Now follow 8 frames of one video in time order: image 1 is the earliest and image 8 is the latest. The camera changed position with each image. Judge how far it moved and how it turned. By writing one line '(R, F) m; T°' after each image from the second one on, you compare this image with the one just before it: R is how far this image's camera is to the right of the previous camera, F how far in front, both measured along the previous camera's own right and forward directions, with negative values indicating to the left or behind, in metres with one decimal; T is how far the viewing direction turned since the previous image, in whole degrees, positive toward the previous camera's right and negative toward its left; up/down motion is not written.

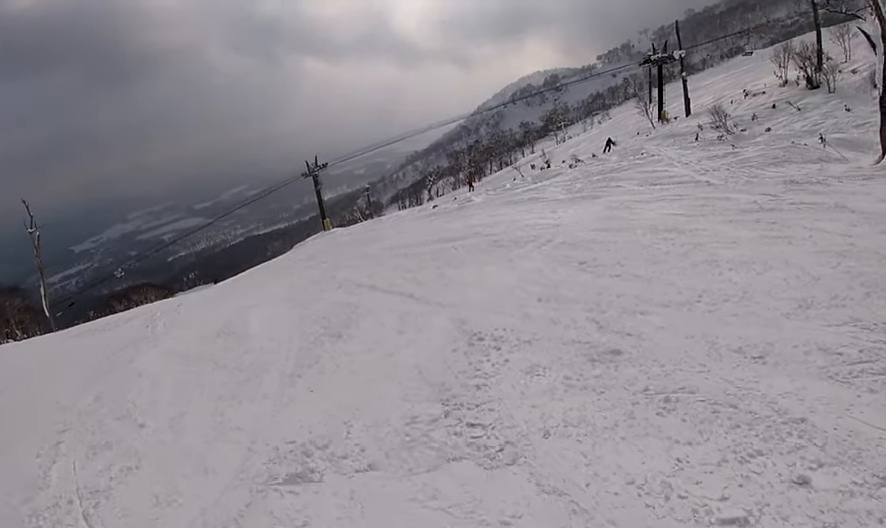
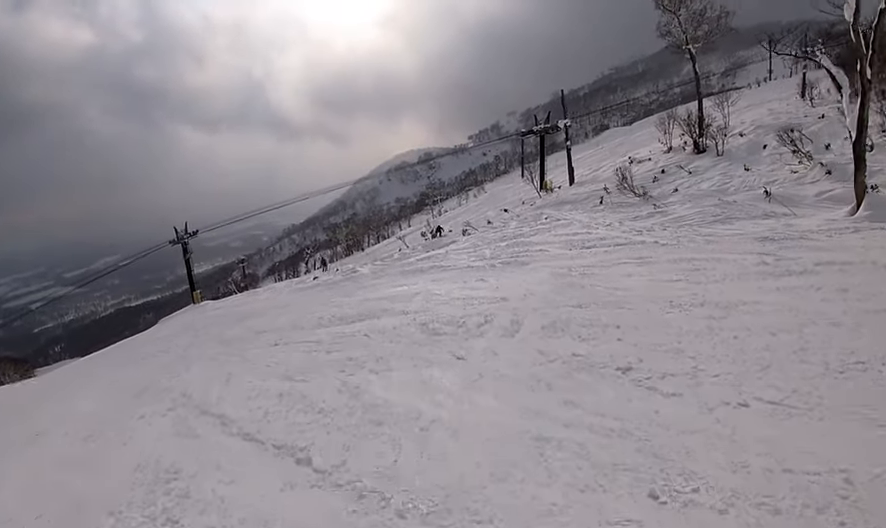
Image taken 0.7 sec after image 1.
(+0.8, +3.6) m; +10°
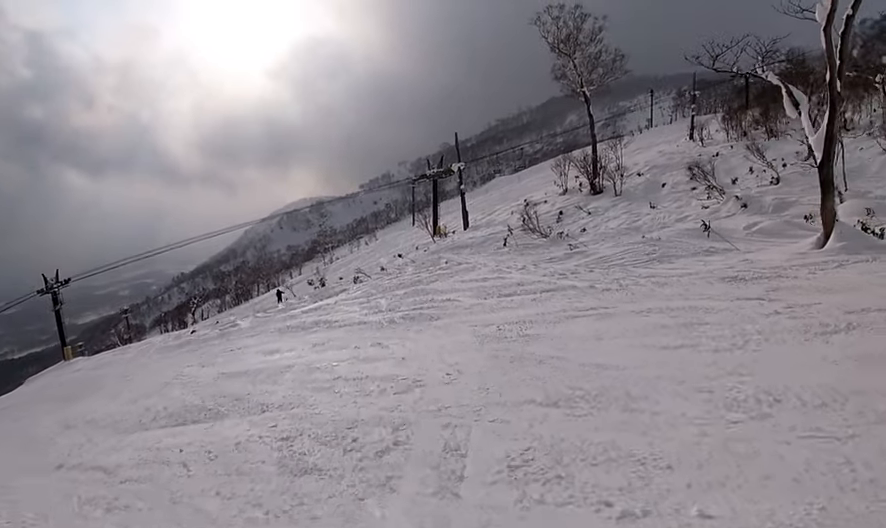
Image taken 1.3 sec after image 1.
(+0.4, +3.0) m; +1°
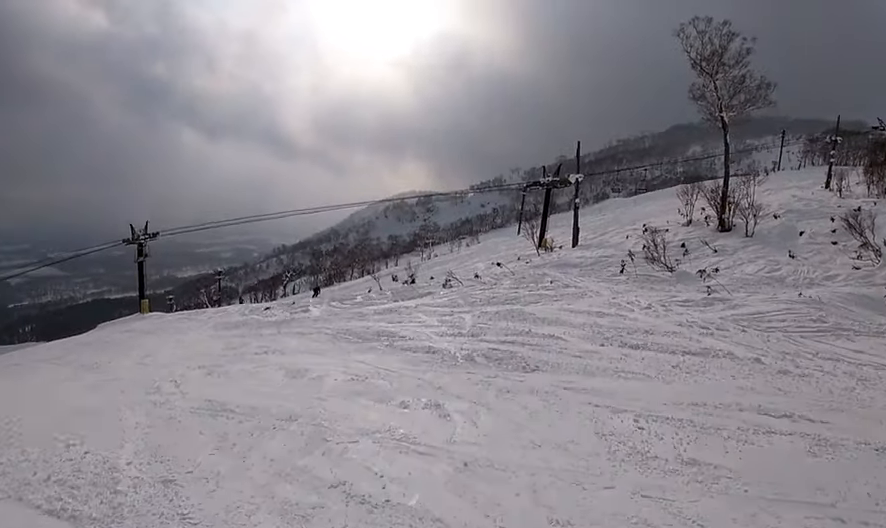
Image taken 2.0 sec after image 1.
(0.0, +3.3) m; -16°
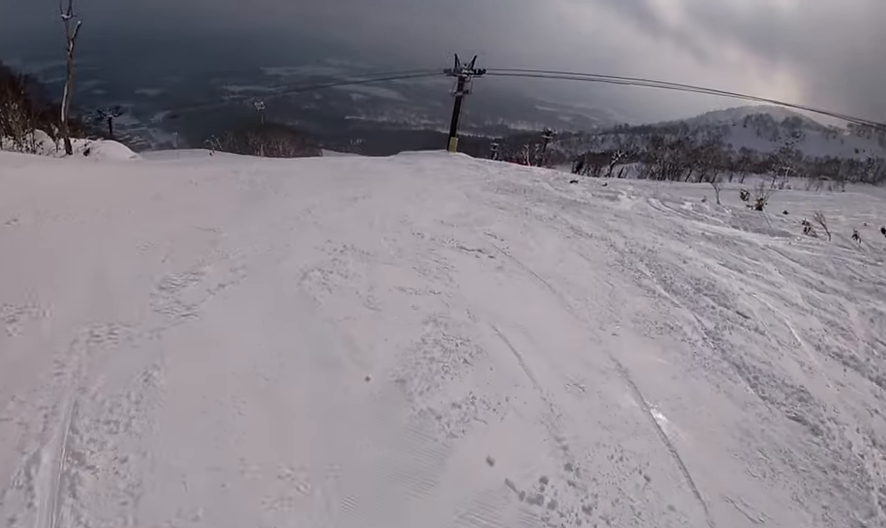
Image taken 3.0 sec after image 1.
(-1.4, +4.0) m; -37°
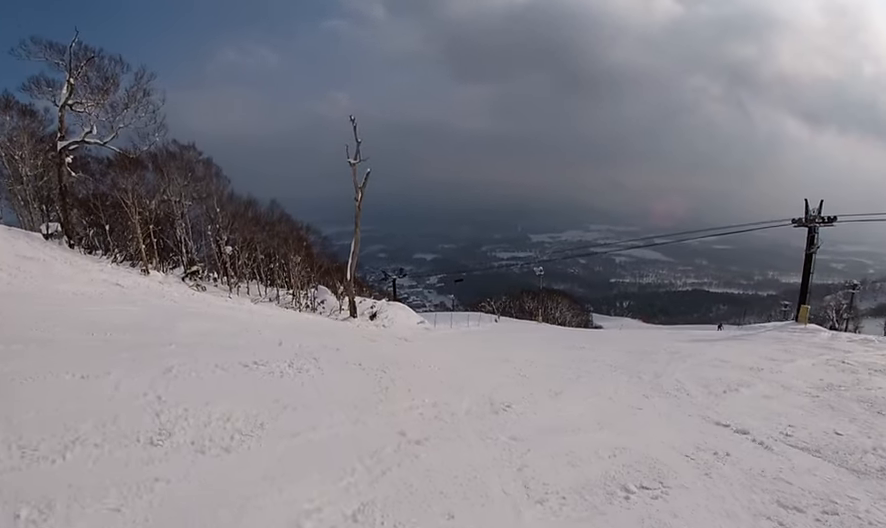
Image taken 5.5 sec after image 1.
(-2.3, +11.1) m; +3°
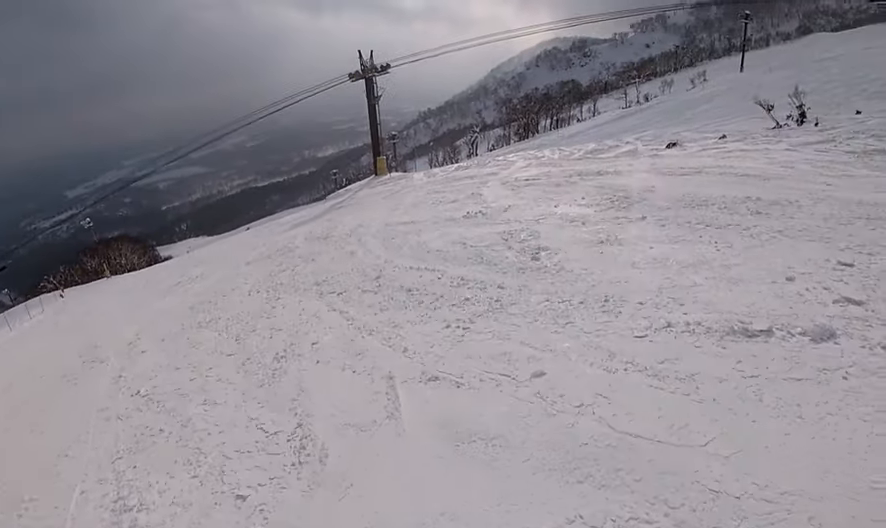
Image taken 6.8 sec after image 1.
(+1.4, +5.8) m; +20°
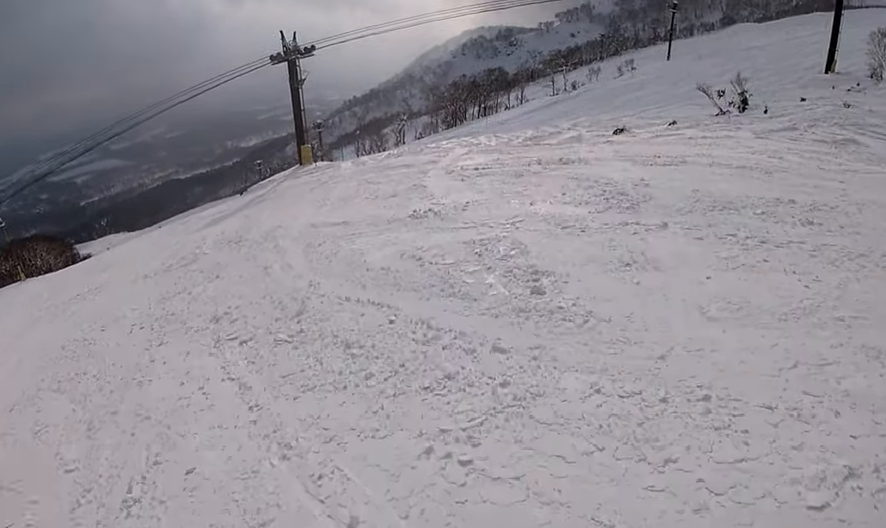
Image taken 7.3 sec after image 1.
(+0.3, +2.0) m; +1°
